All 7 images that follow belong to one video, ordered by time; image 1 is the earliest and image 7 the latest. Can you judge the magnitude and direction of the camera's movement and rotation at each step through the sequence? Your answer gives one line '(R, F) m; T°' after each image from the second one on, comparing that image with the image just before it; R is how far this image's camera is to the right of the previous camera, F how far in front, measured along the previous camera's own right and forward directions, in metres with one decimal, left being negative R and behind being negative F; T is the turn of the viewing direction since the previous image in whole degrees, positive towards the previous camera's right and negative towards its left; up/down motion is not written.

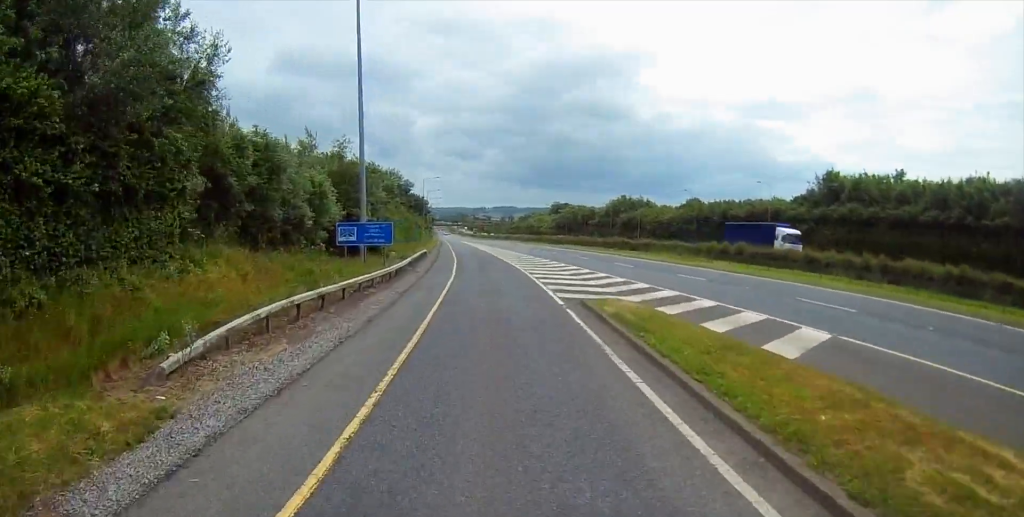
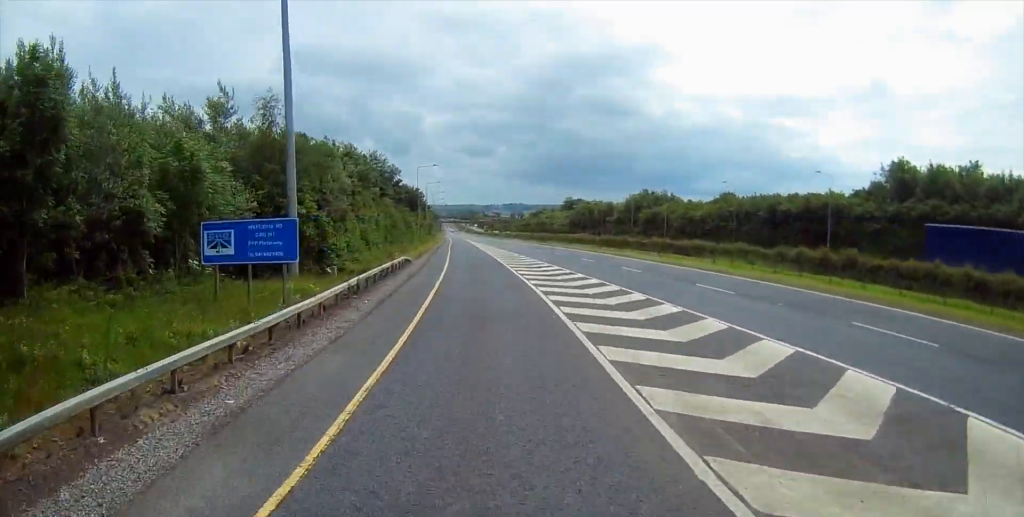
(-0.3, +17.1) m; -2°
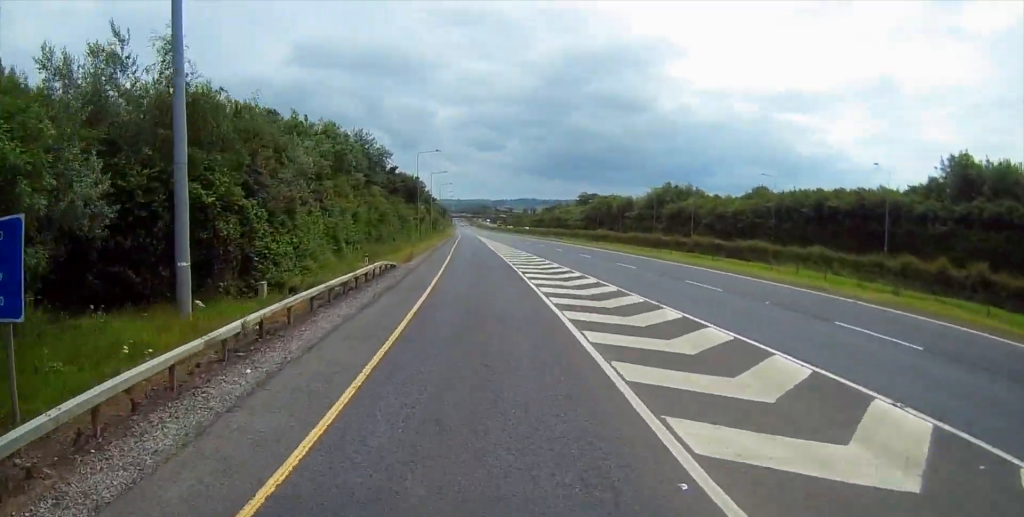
(-0.3, +11.8) m; -1°
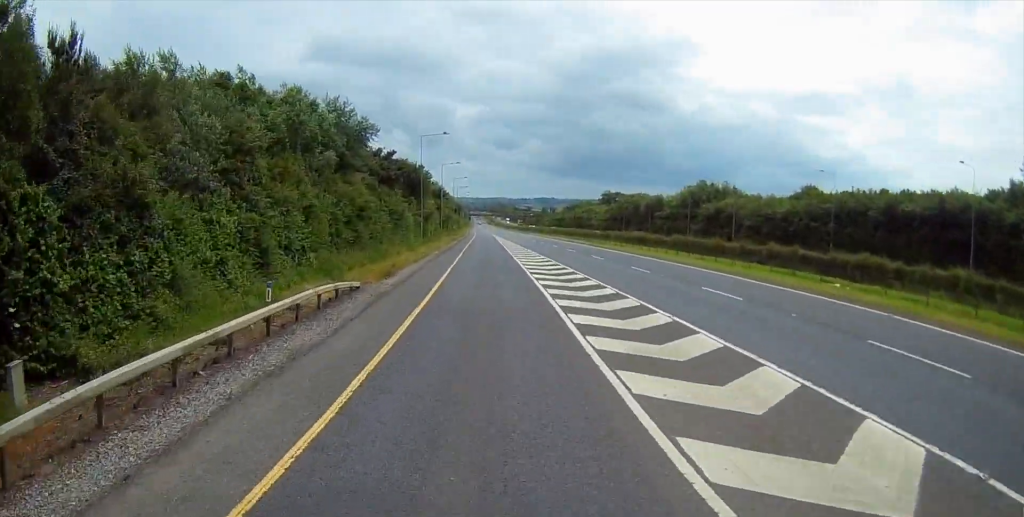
(0.0, +14.1) m; -1°
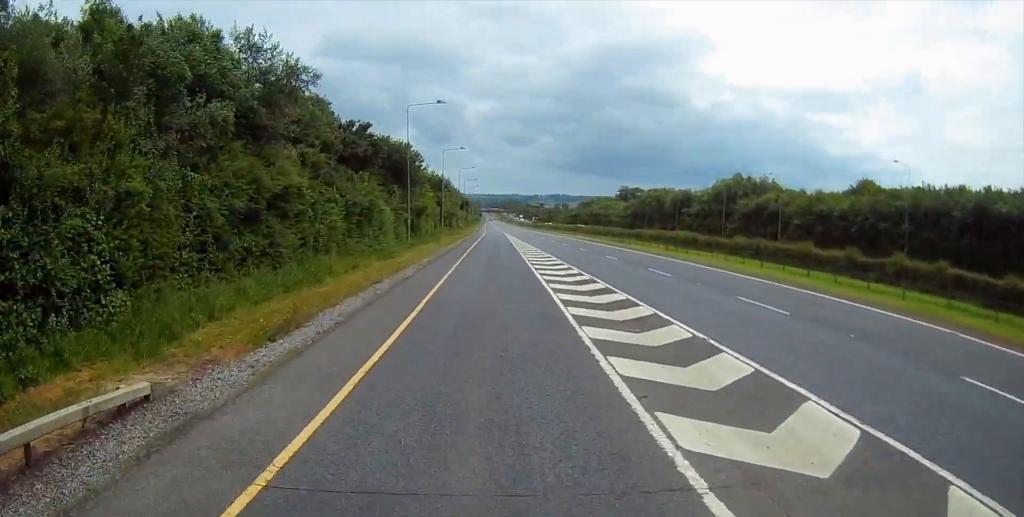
(-0.2, +16.3) m; -1°
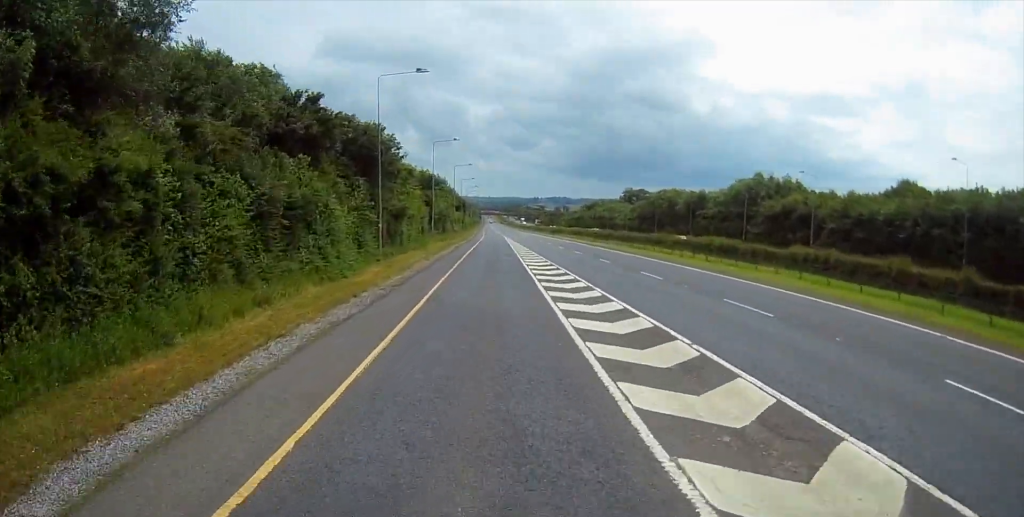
(-0.2, +11.9) m; -1°
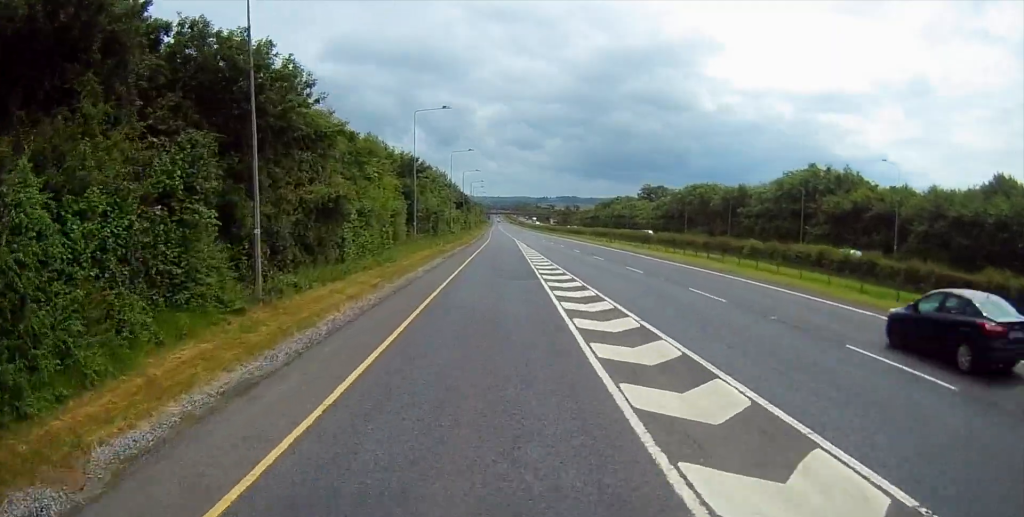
(0.0, +20.8) m; +1°
